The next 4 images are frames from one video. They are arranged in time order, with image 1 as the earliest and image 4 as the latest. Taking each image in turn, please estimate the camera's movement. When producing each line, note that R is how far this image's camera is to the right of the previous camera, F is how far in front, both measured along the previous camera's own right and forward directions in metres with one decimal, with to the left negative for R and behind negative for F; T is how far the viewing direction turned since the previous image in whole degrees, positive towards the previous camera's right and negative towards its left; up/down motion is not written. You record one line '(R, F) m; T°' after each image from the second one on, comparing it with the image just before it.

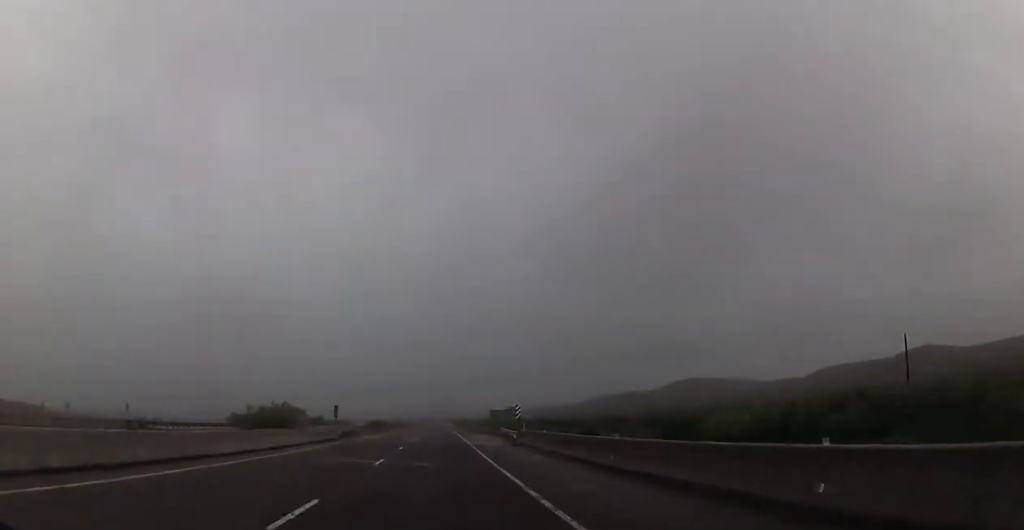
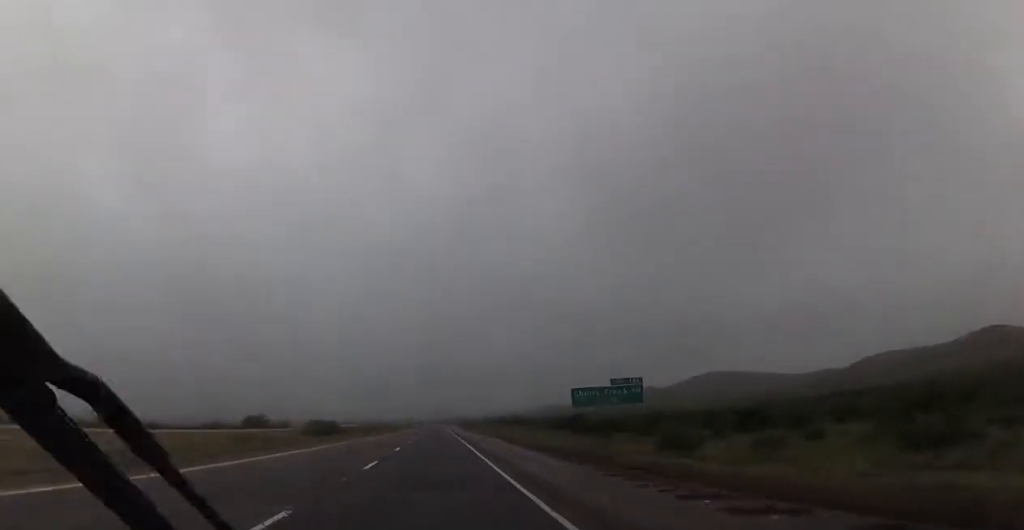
(+0.3, +99.3) m; 0°
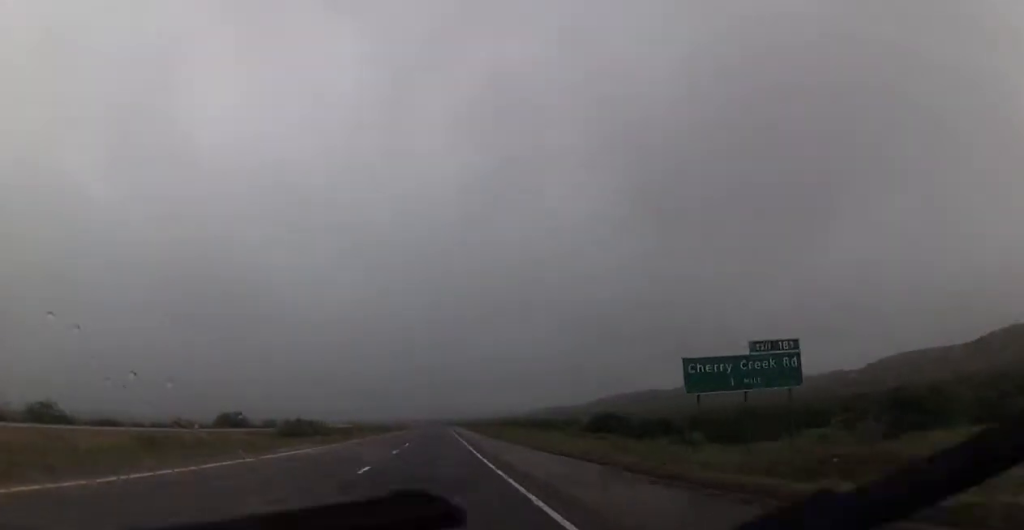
(-0.1, +25.9) m; 0°
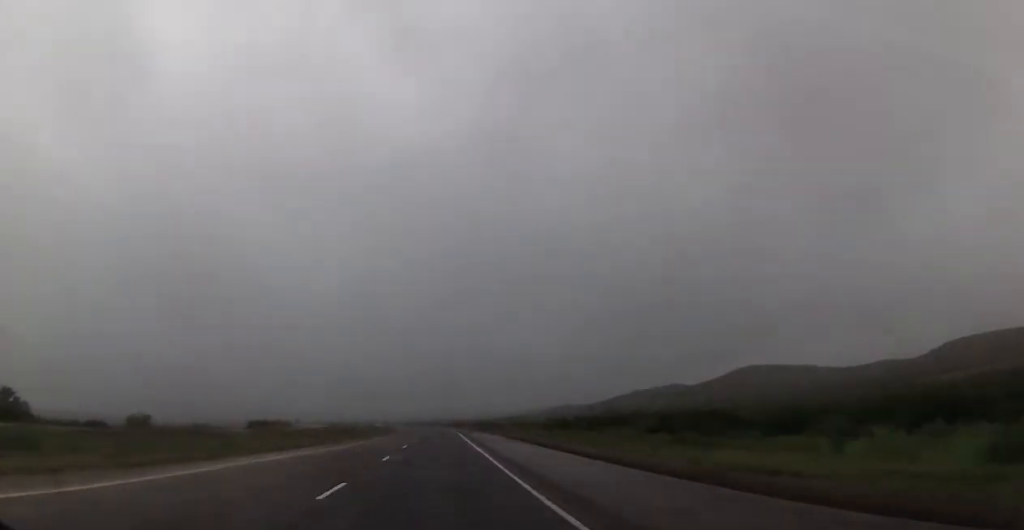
(+0.1, +104.1) m; 0°
